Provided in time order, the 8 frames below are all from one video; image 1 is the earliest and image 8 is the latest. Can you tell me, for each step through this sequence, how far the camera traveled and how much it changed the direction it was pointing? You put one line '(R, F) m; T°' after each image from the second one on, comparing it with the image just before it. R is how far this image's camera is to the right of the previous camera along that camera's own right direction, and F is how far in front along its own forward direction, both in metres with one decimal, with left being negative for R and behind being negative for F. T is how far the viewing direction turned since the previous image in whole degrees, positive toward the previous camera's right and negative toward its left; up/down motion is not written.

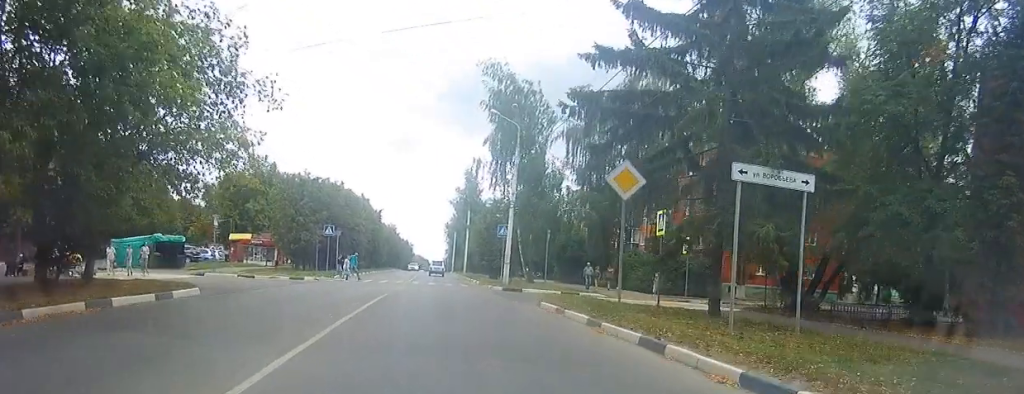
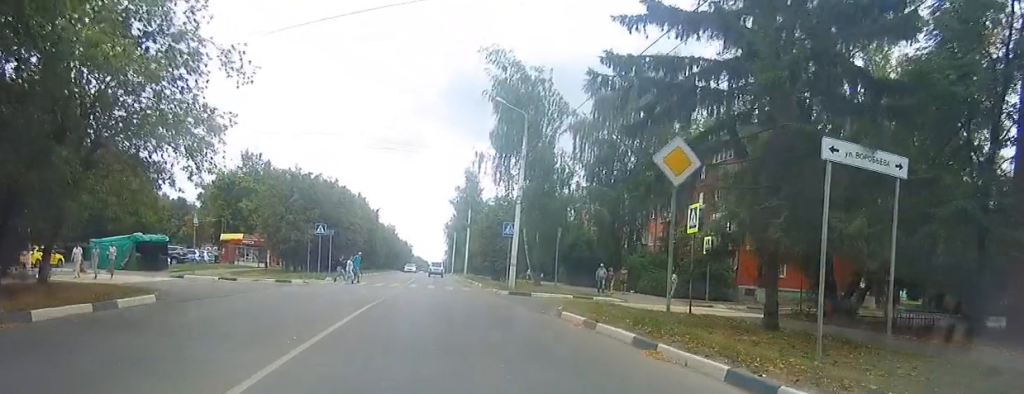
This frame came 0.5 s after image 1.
(-0.1, +3.3) m; +1°
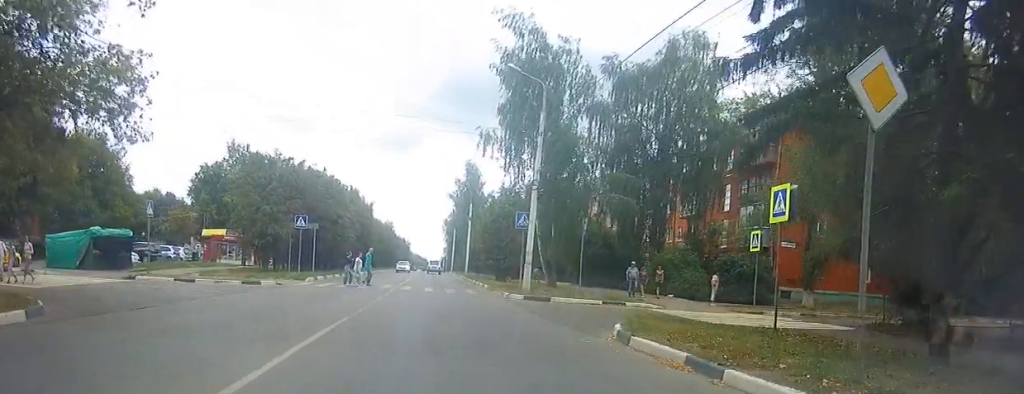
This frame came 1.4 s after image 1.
(+0.3, +5.7) m; +10°
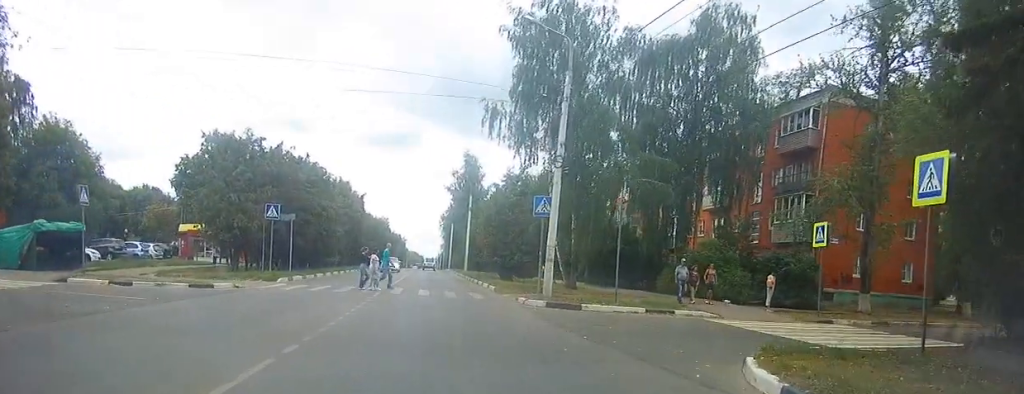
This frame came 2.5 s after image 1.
(+0.9, +5.6) m; +13°
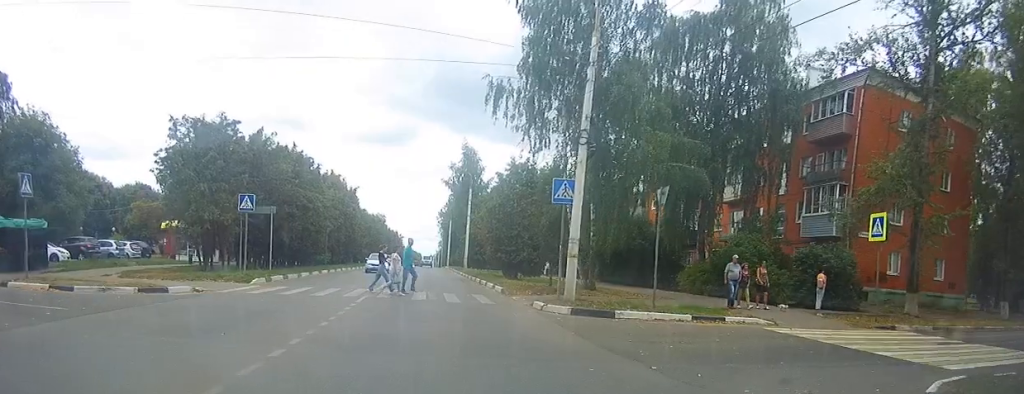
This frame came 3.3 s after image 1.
(+0.2, +3.9) m; -3°
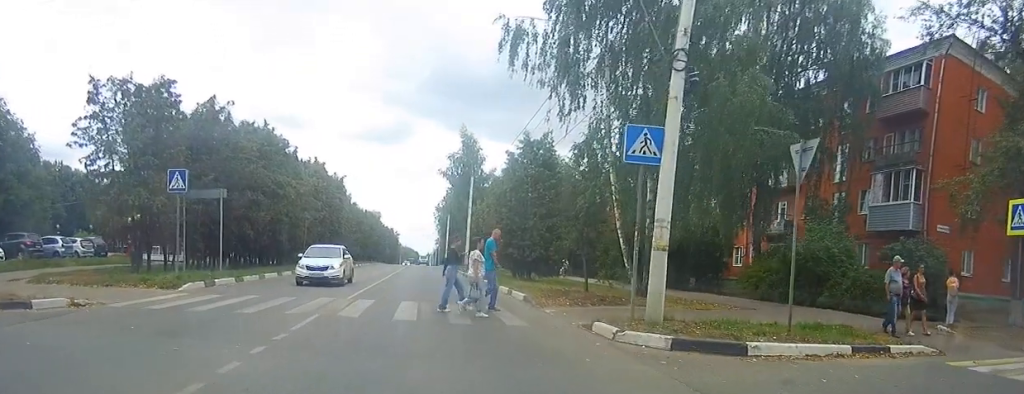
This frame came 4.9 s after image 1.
(-0.4, +7.2) m; -3°
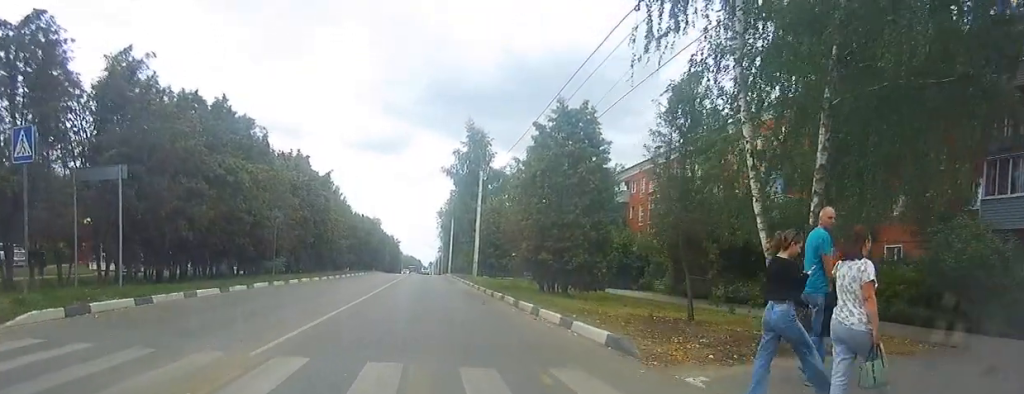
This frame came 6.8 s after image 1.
(-0.4, +7.7) m; -7°
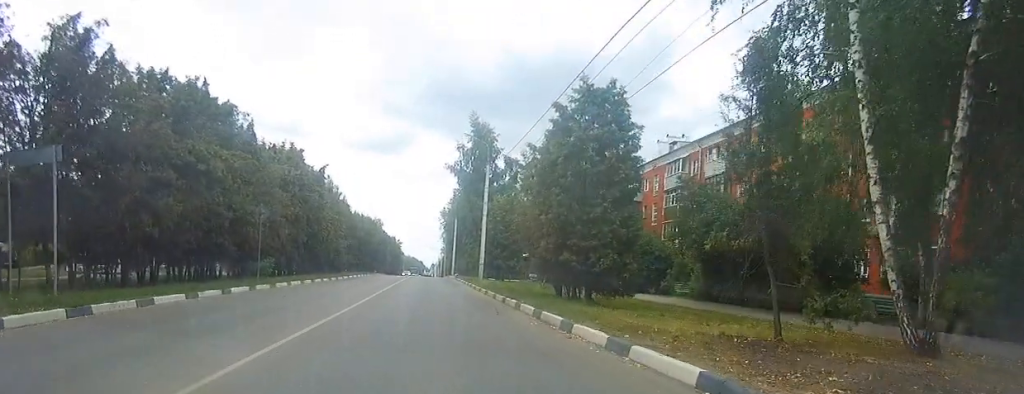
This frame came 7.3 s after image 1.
(0.0, +2.8) m; -1°
